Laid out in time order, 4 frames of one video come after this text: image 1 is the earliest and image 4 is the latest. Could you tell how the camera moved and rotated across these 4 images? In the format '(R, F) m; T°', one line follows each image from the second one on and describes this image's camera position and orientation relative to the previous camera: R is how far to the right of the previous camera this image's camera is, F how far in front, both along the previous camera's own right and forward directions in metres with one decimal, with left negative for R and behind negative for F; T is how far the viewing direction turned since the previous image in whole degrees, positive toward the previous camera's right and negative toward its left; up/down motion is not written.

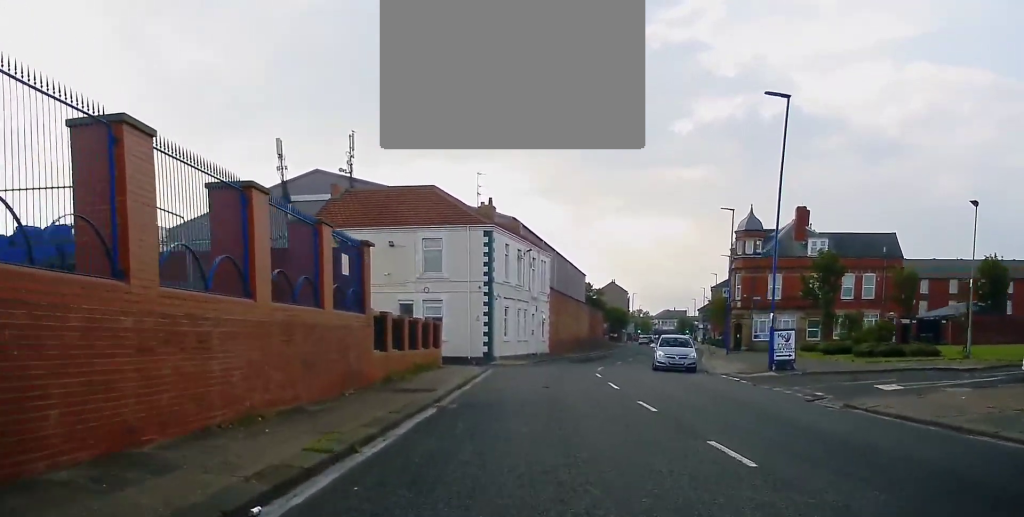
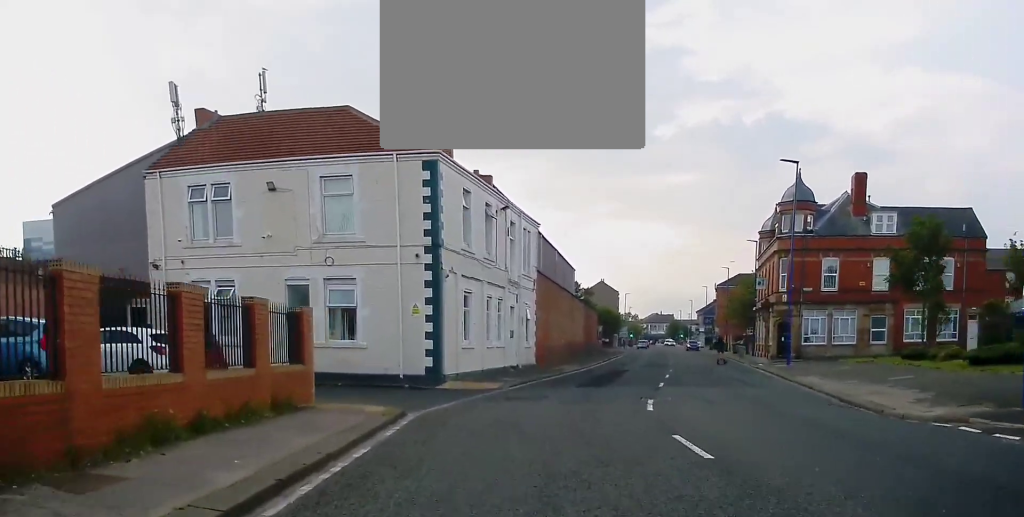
(+0.5, +17.5) m; +2°
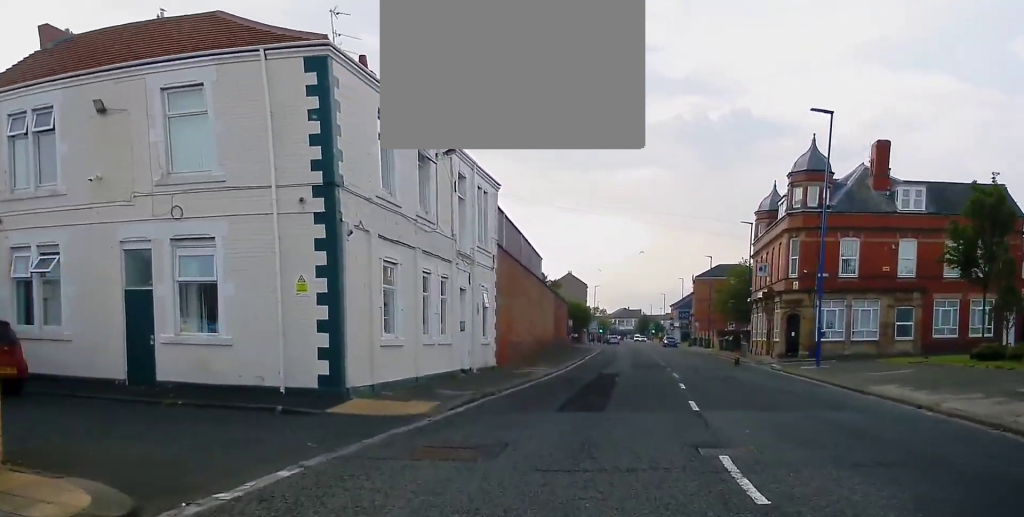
(-0.1, +8.8) m; +1°
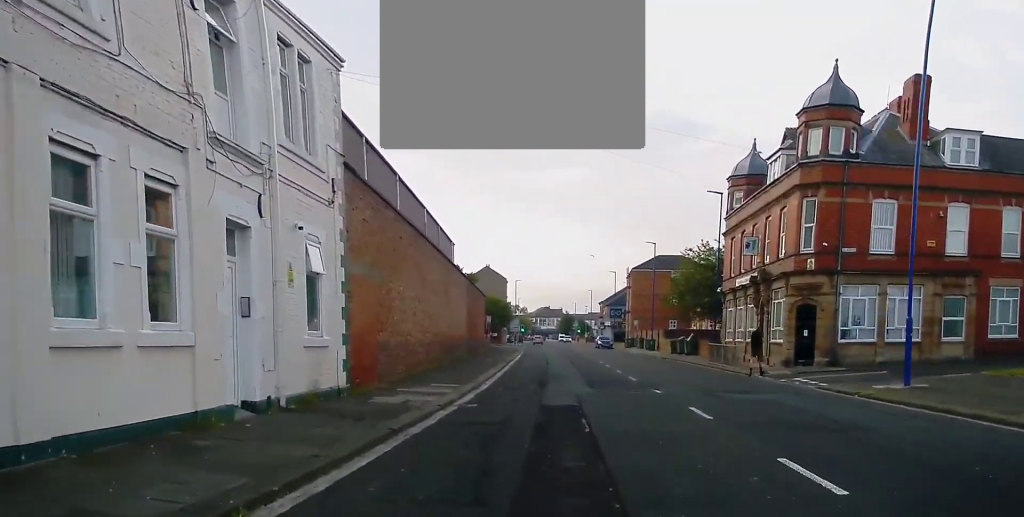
(+0.8, +13.8) m; +7°
